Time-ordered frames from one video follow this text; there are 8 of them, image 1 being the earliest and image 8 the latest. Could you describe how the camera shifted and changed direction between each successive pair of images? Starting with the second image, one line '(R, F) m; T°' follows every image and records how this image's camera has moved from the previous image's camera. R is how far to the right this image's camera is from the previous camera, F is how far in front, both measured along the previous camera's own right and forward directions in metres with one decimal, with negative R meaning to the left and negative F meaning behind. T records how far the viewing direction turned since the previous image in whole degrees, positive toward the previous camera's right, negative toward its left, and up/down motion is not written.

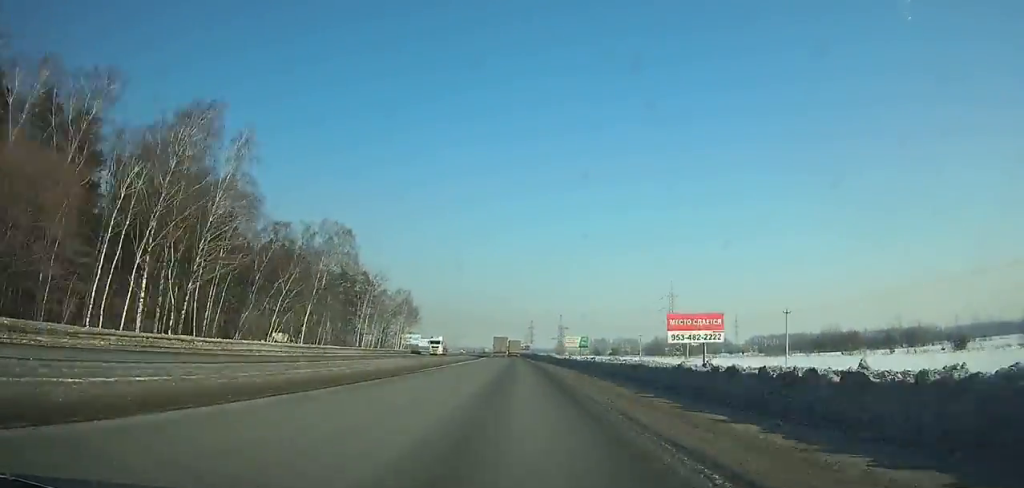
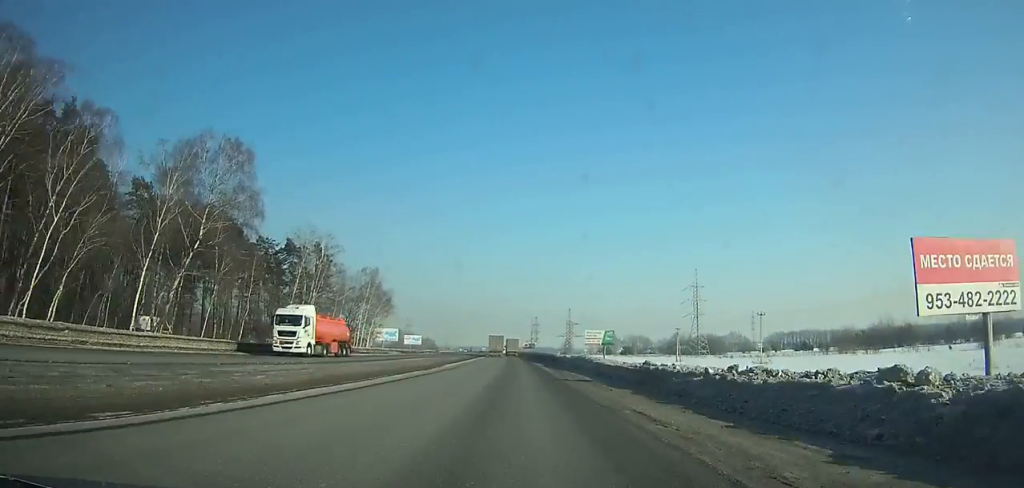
(-0.1, +38.6) m; 0°
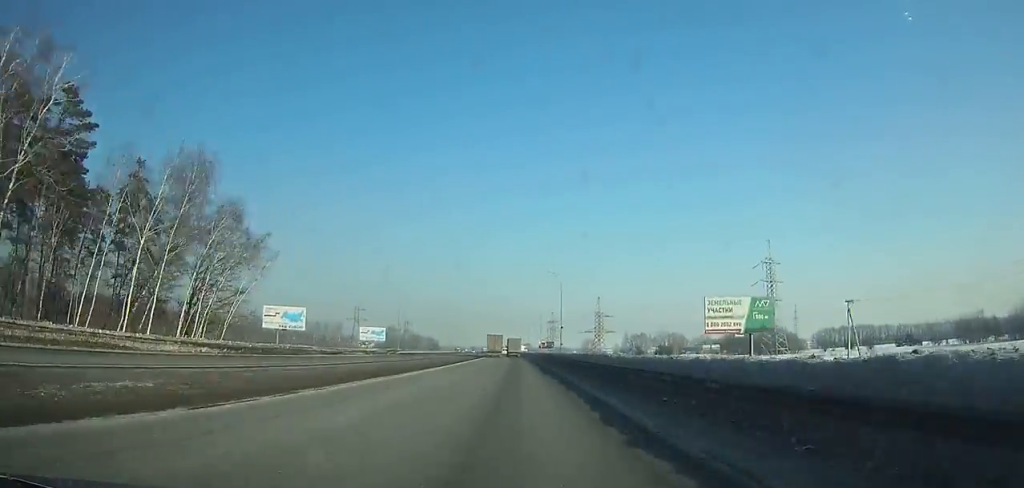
(-0.5, +71.9) m; -1°
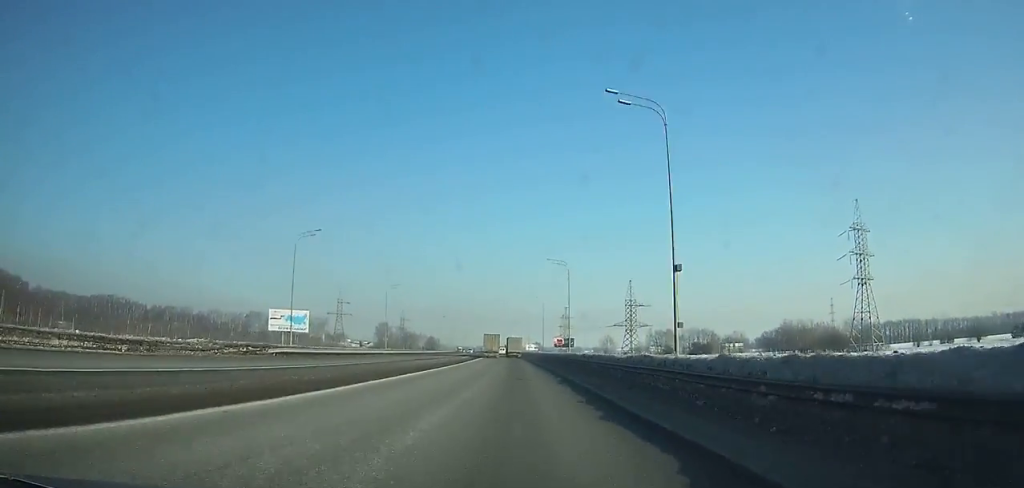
(-0.3, +54.5) m; -1°
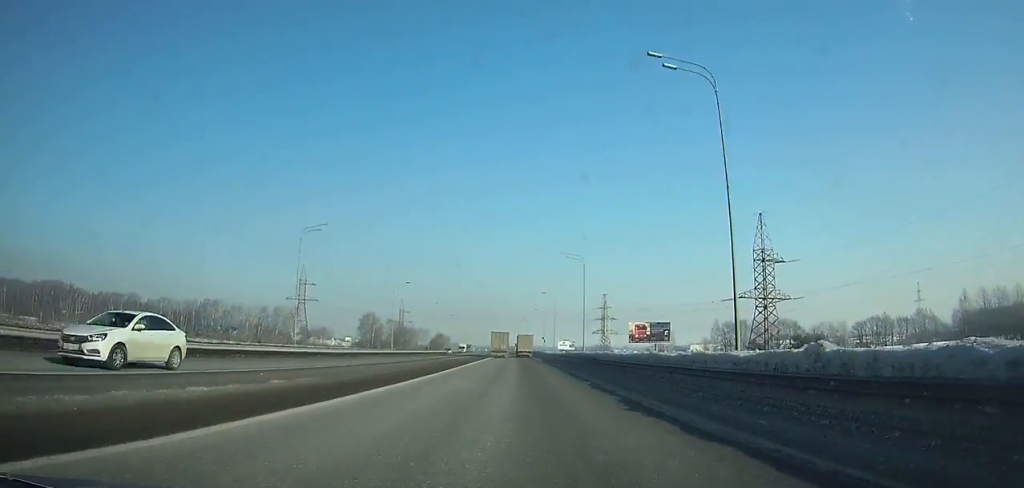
(-1.6, +91.2) m; -1°
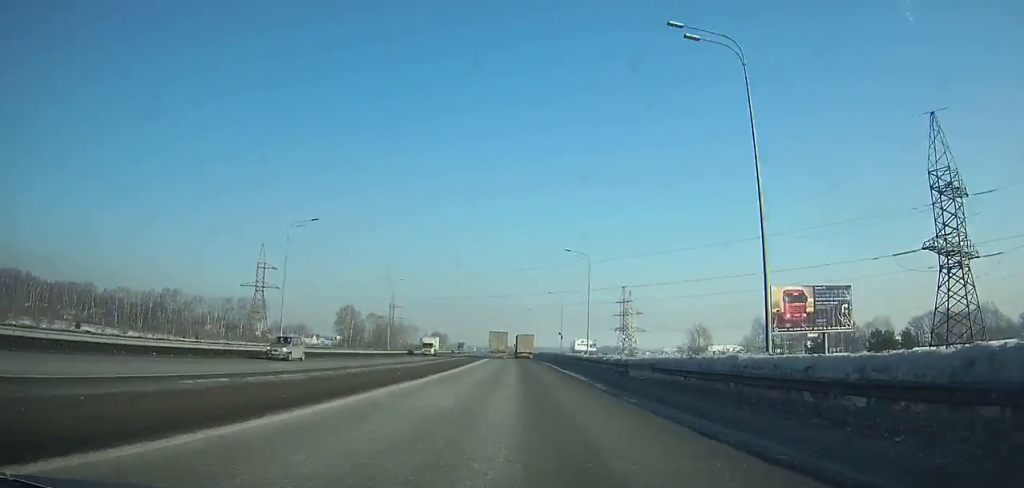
(-0.1, +46.3) m; -1°
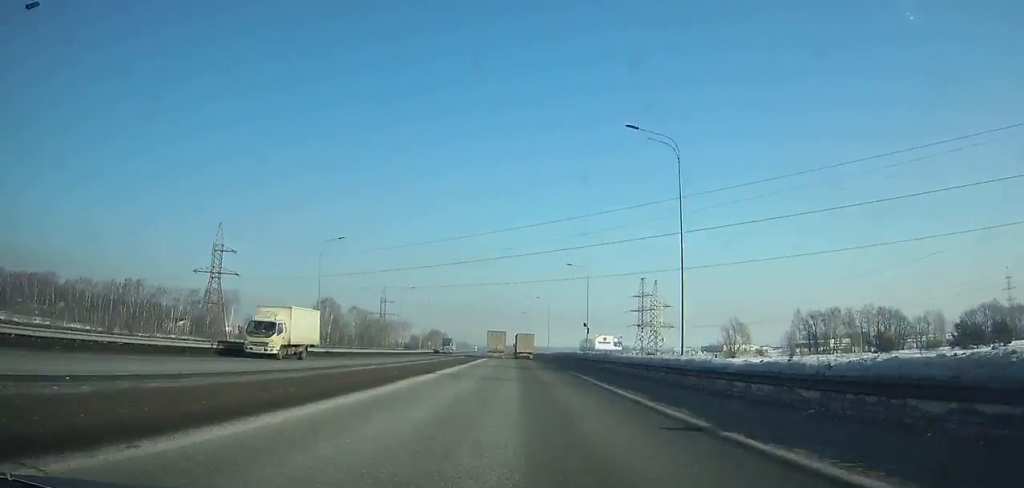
(-0.3, +34.4) m; -1°
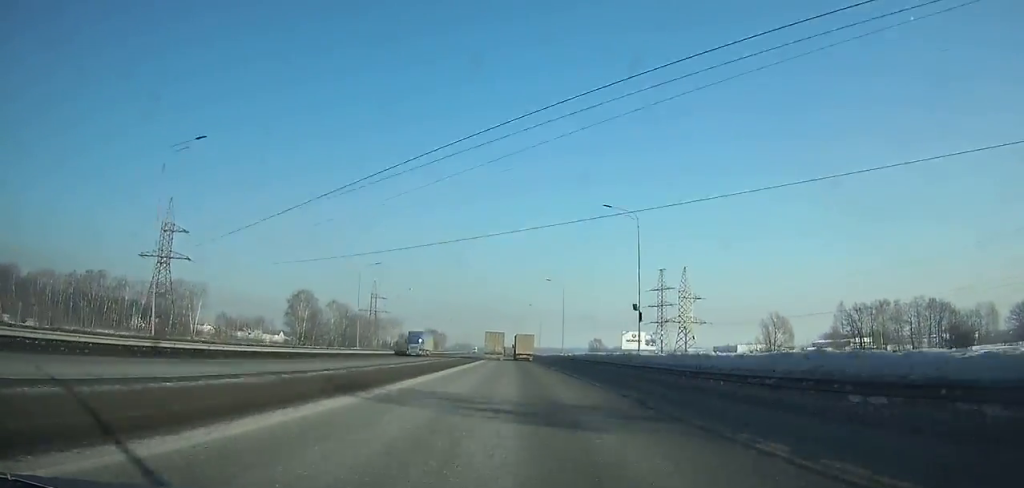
(0.0, +29.9) m; 0°
